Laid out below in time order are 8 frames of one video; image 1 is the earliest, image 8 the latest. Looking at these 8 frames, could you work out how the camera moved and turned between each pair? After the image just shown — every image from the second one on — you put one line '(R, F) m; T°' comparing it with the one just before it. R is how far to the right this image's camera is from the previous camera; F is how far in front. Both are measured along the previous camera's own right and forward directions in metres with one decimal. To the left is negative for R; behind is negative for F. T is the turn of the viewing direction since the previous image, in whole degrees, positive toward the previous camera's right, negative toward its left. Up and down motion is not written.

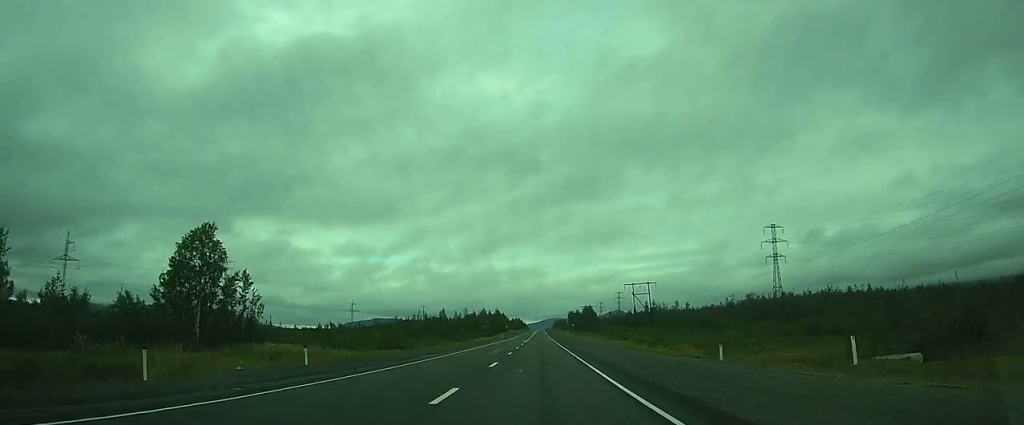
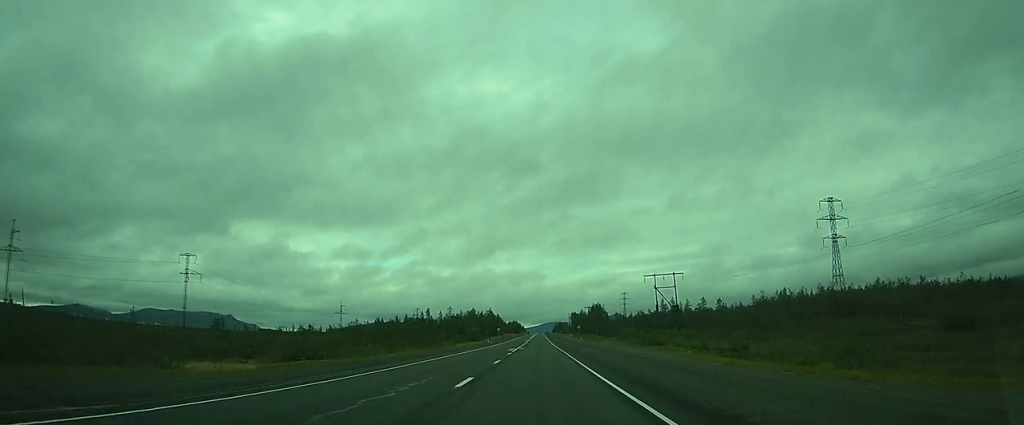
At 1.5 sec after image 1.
(+0.5, +34.4) m; +1°
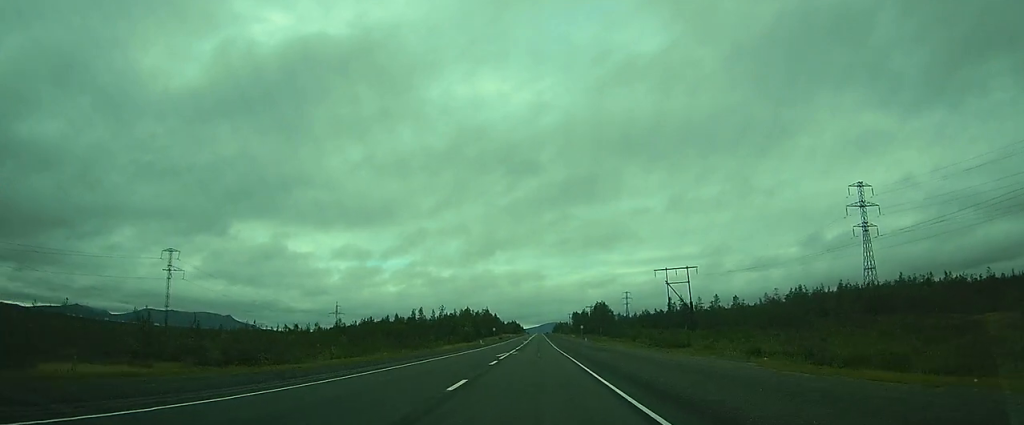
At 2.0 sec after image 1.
(0.0, +13.3) m; 0°
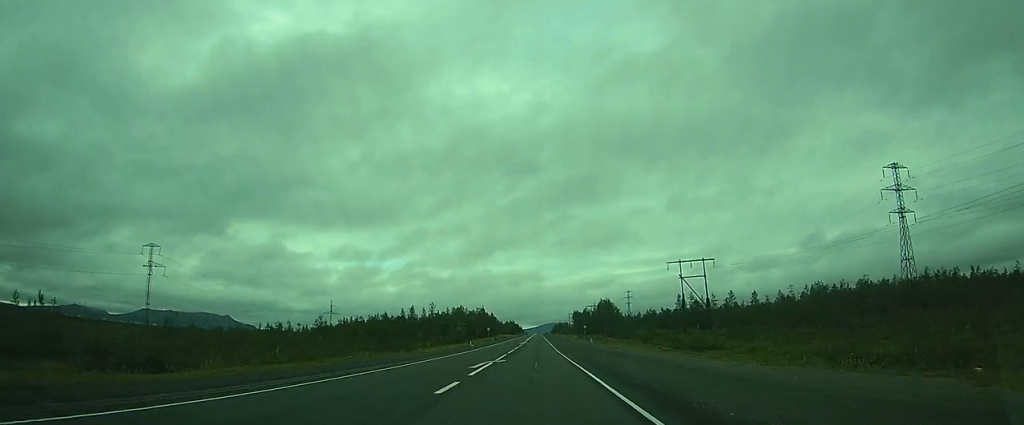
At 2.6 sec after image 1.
(0.0, +13.3) m; 0°
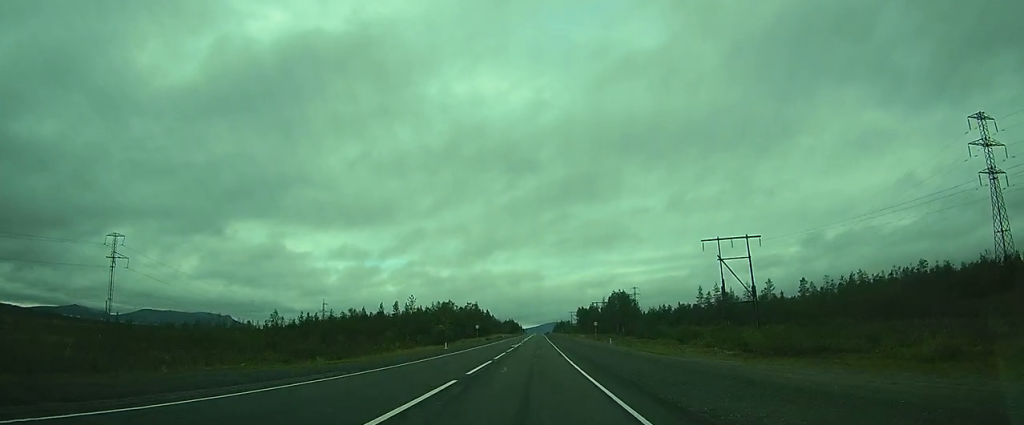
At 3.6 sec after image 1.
(0.0, +24.4) m; 0°
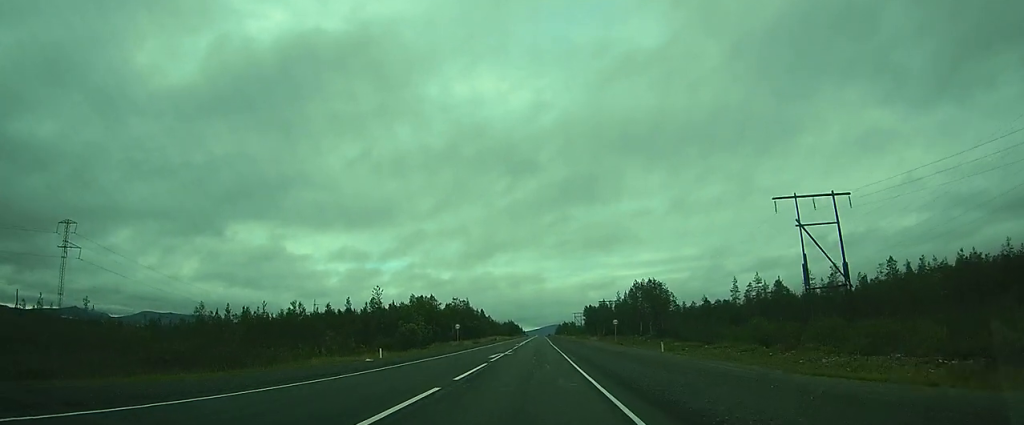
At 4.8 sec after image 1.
(-0.2, +27.5) m; 0°
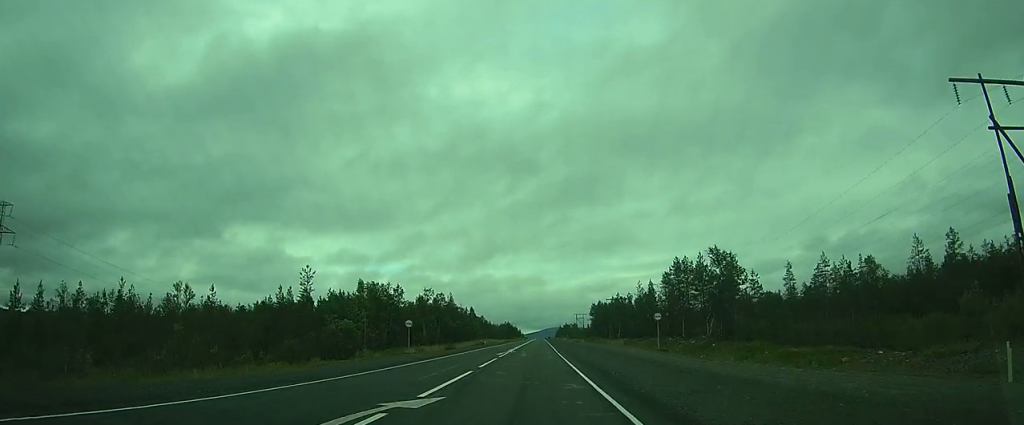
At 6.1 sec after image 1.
(+0.5, +29.4) m; +2°
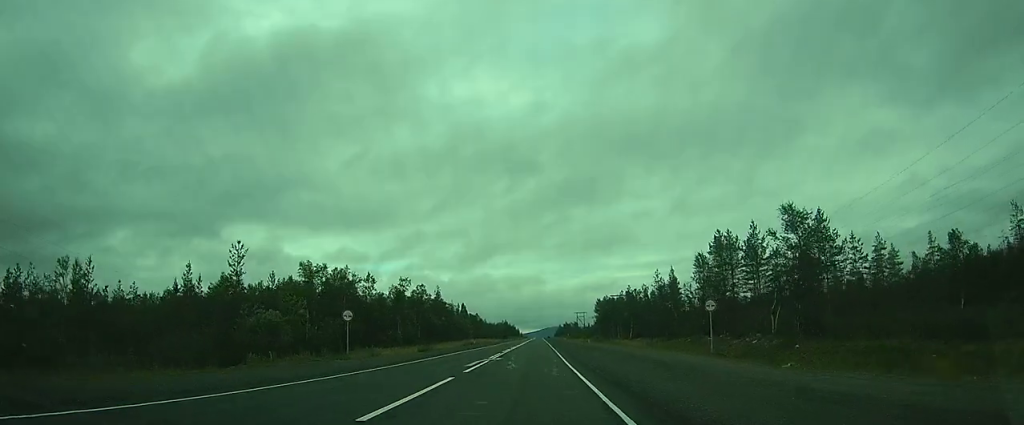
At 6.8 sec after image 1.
(+0.1, +16.0) m; +2°
